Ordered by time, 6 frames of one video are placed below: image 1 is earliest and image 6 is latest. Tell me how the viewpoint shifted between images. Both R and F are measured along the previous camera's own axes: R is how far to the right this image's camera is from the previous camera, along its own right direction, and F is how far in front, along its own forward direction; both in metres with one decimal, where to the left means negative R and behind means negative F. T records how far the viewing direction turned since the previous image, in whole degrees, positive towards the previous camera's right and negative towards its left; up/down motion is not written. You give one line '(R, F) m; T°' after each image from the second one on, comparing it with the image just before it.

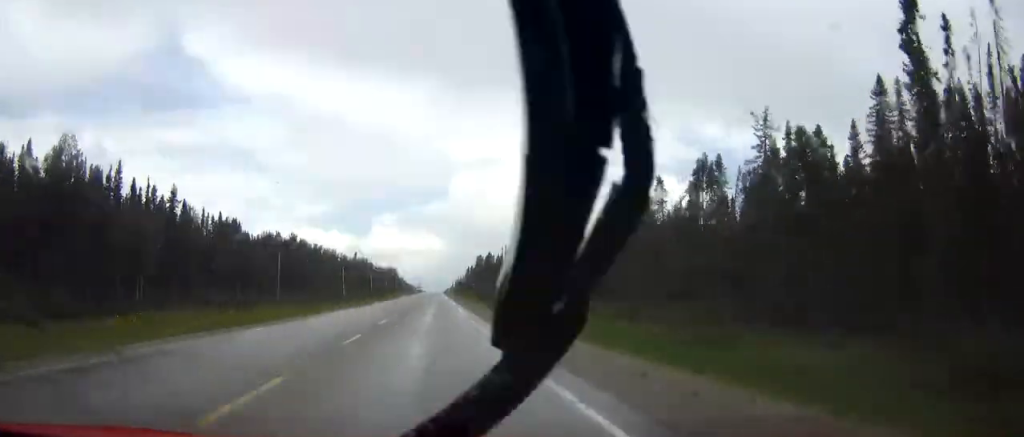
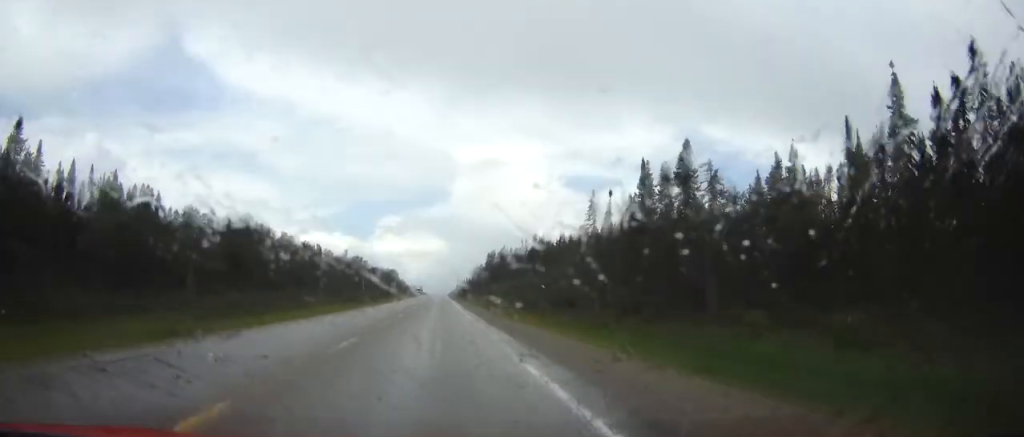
(0.0, +48.3) m; 0°
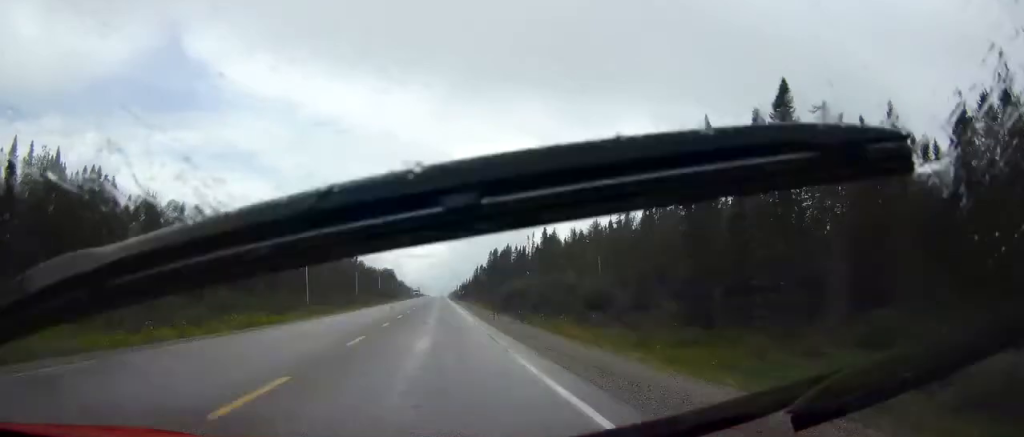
(-0.1, +15.8) m; 0°
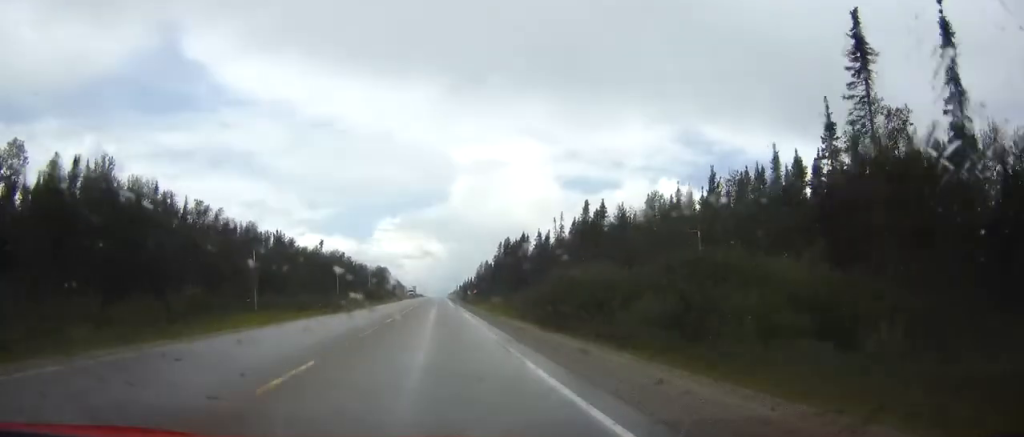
(-0.1, +43.1) m; 0°
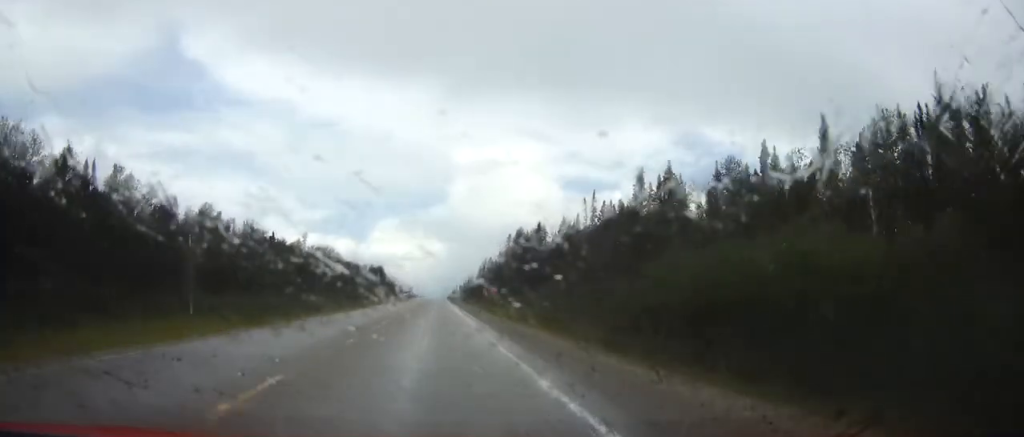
(0.0, +29.3) m; 0°
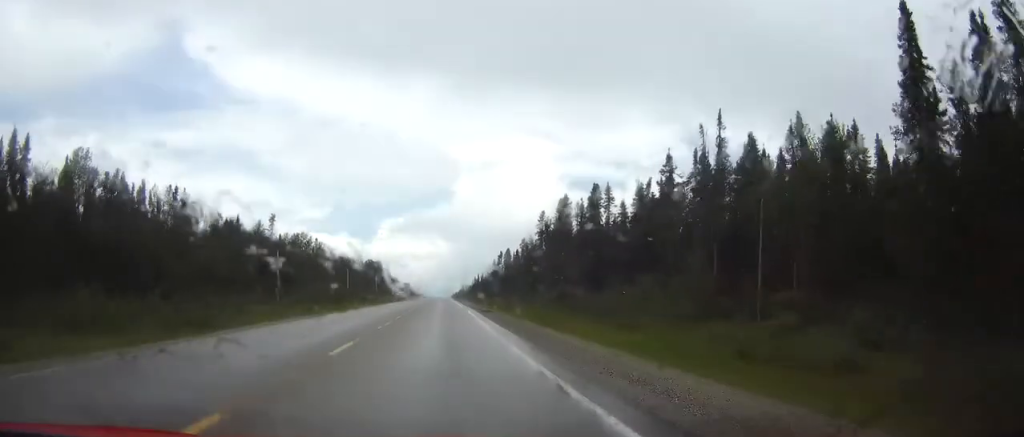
(0.0, +48.5) m; 0°
